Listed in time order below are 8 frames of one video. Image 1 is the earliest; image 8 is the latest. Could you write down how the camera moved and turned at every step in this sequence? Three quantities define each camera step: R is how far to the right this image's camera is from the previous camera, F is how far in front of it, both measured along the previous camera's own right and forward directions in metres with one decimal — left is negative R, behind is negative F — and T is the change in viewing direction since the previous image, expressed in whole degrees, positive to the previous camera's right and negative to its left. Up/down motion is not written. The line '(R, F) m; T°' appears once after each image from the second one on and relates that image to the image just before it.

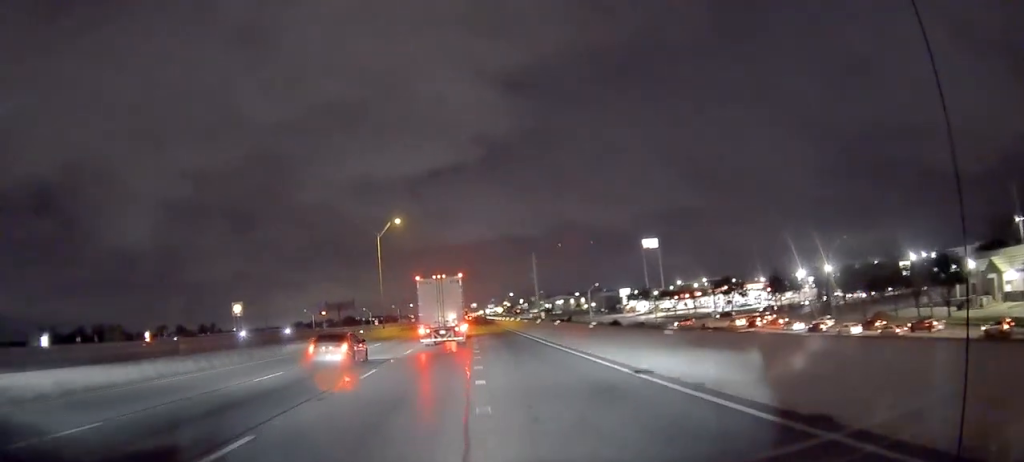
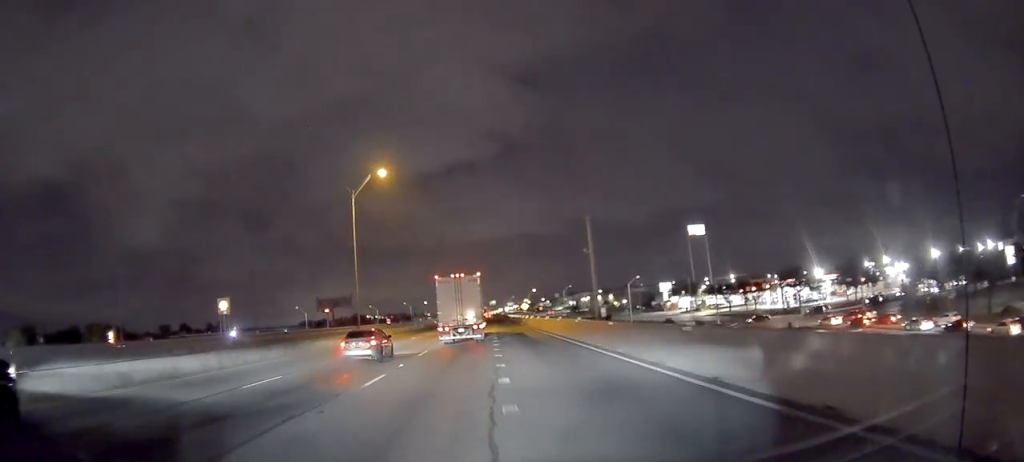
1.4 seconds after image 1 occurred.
(-0.4, +27.0) m; -3°
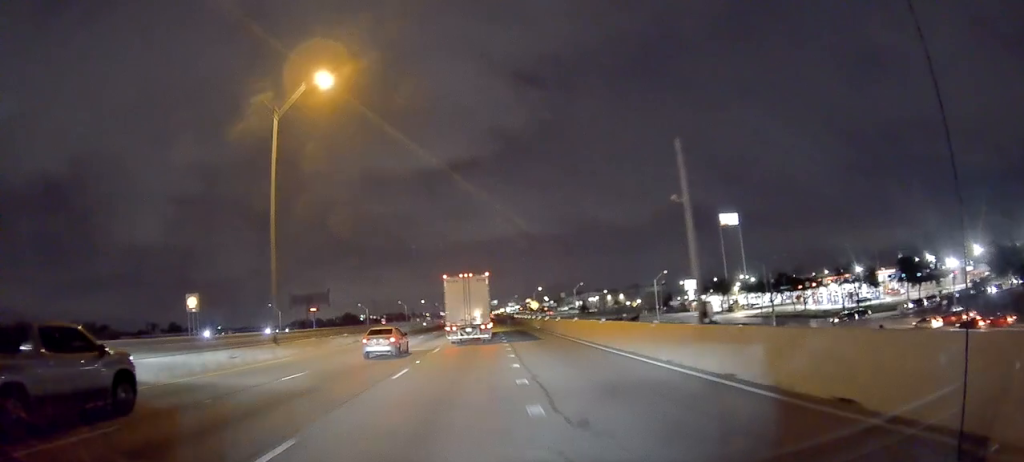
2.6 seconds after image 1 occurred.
(-0.3, +22.5) m; 0°
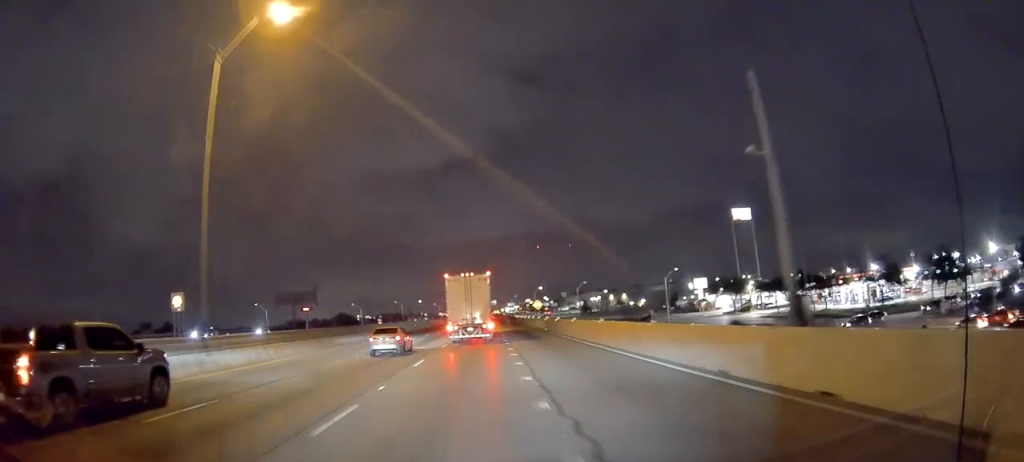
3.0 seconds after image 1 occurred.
(+0.1, +8.4) m; +1°
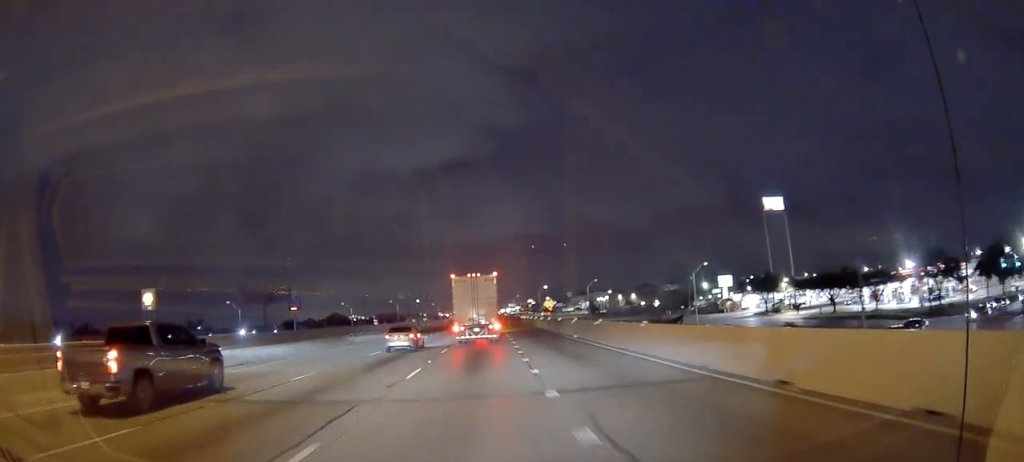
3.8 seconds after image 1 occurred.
(-0.1, +16.2) m; 0°
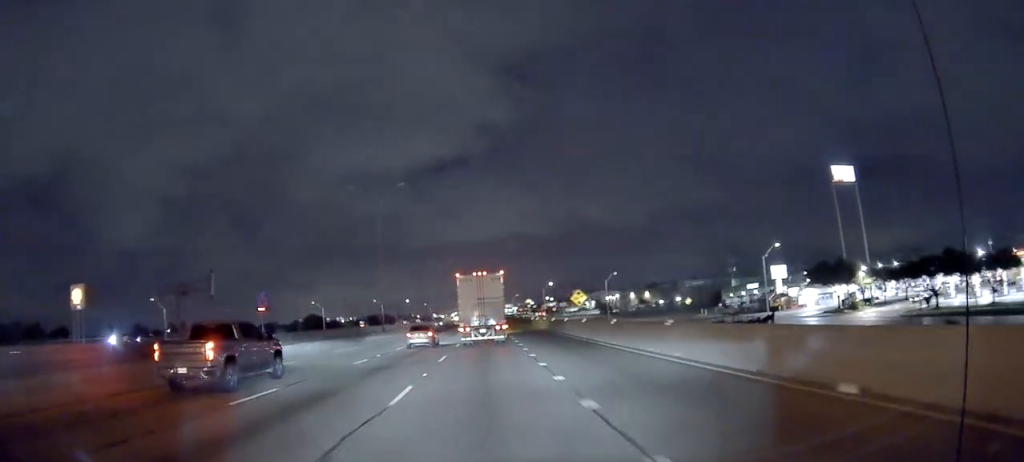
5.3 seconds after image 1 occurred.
(0.0, +28.7) m; 0°
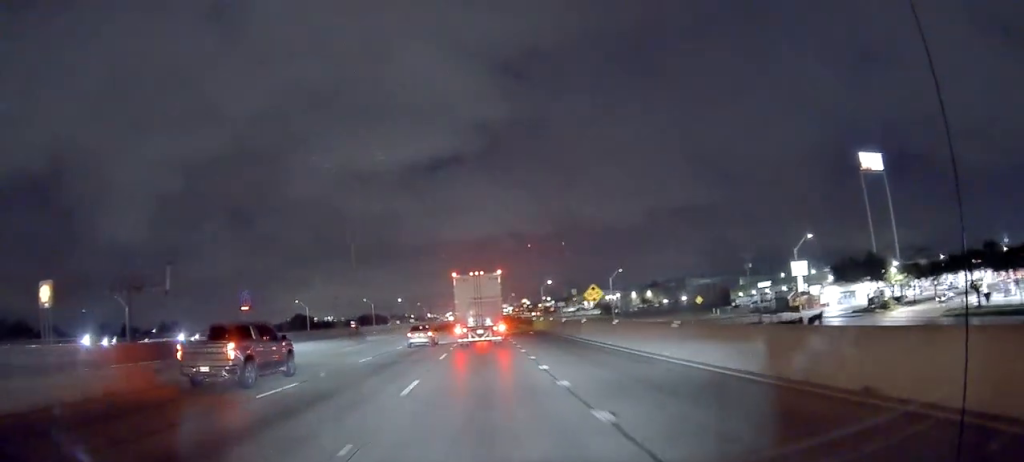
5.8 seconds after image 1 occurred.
(0.0, +9.8) m; 0°
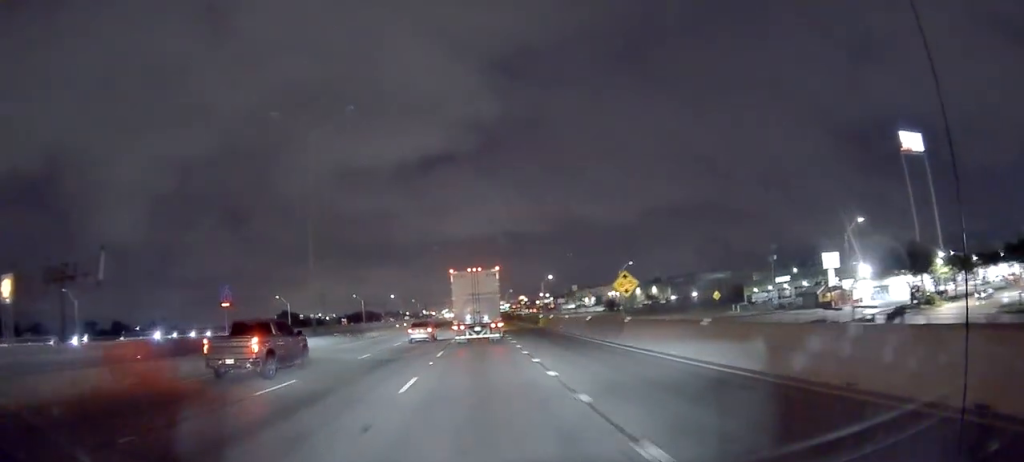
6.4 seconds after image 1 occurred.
(-0.1, +11.9) m; 0°
